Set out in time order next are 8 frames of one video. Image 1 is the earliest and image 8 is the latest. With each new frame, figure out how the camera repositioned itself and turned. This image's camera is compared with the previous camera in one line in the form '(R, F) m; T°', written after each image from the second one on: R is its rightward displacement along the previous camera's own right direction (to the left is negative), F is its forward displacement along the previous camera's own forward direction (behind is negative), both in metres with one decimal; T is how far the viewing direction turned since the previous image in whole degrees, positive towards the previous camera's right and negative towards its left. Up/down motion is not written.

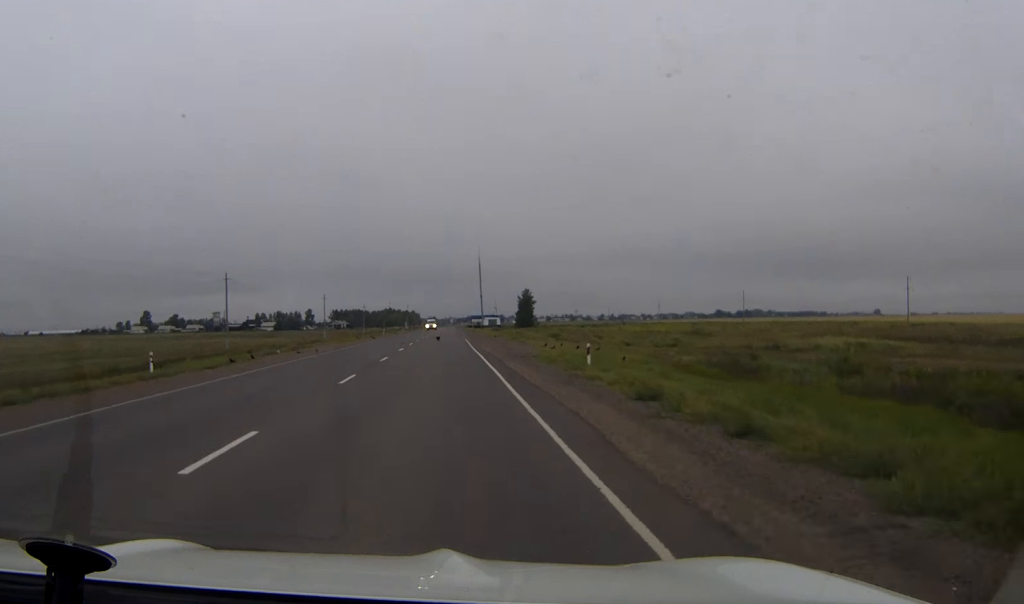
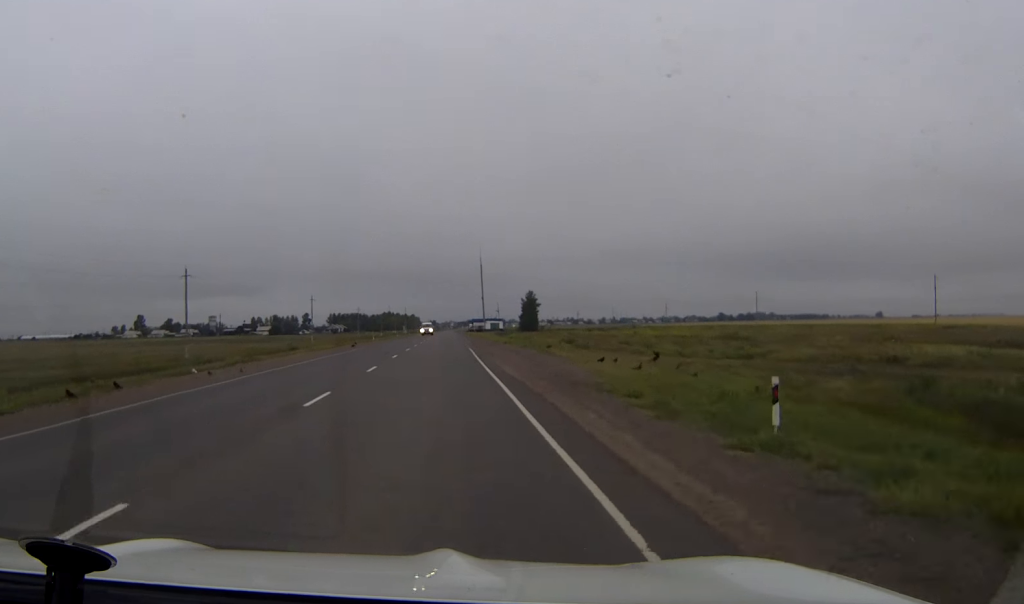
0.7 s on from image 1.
(0.0, +16.2) m; 0°
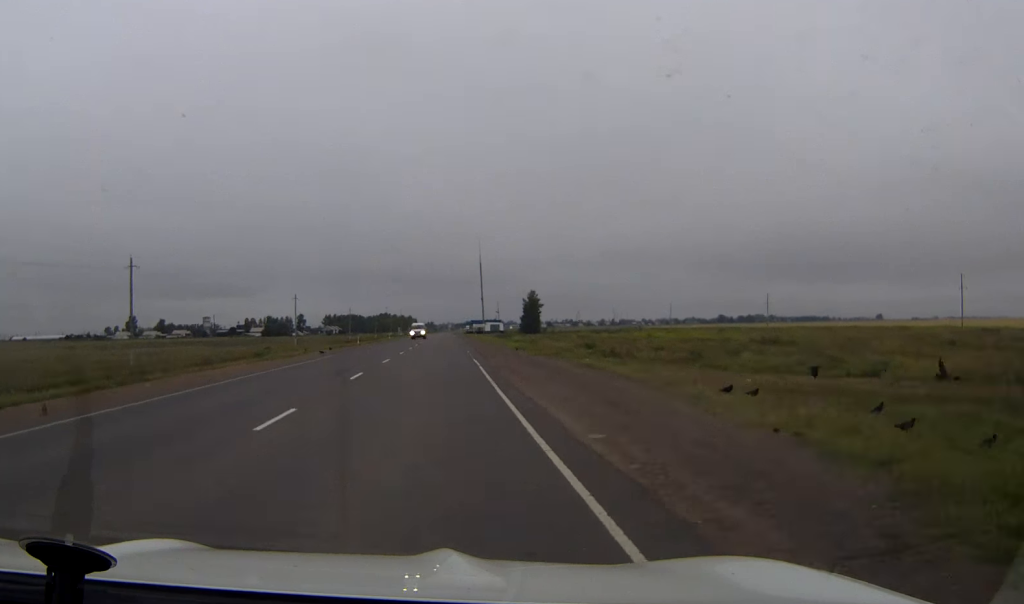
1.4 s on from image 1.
(0.0, +15.3) m; 0°
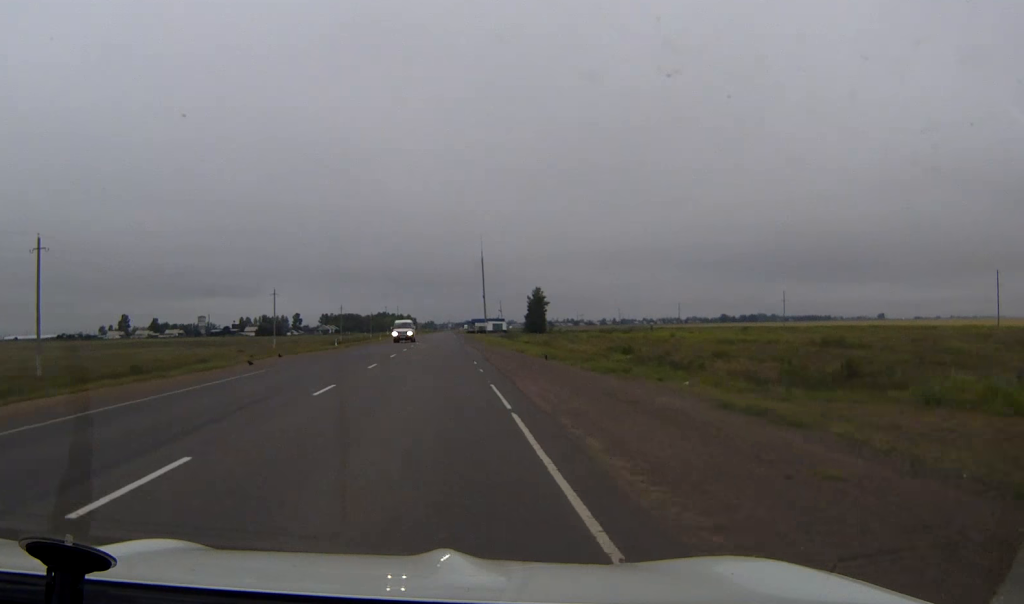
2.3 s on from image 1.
(0.0, +17.6) m; 0°
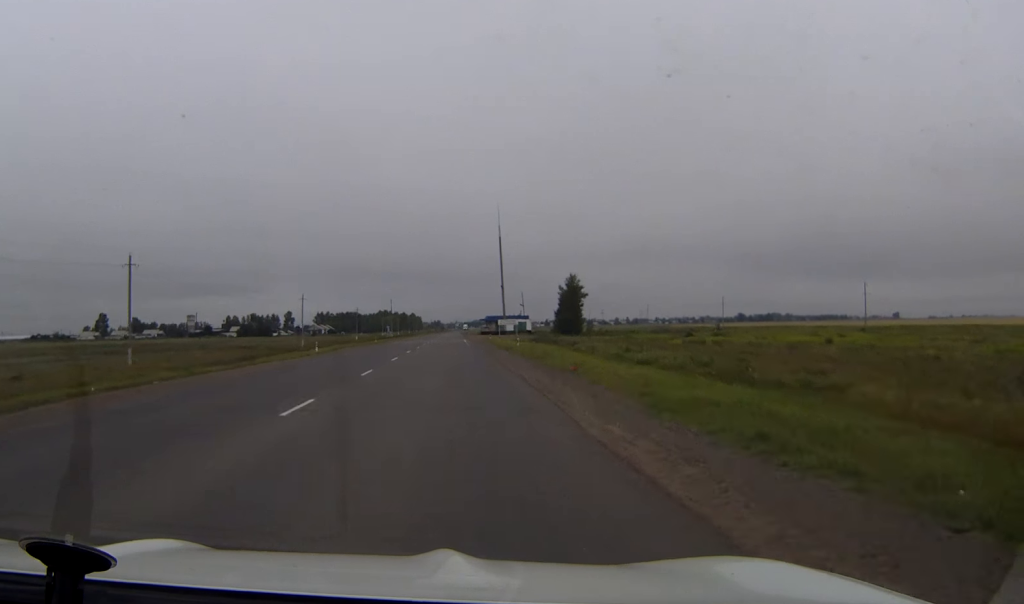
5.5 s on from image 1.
(-0.3, +63.3) m; 0°
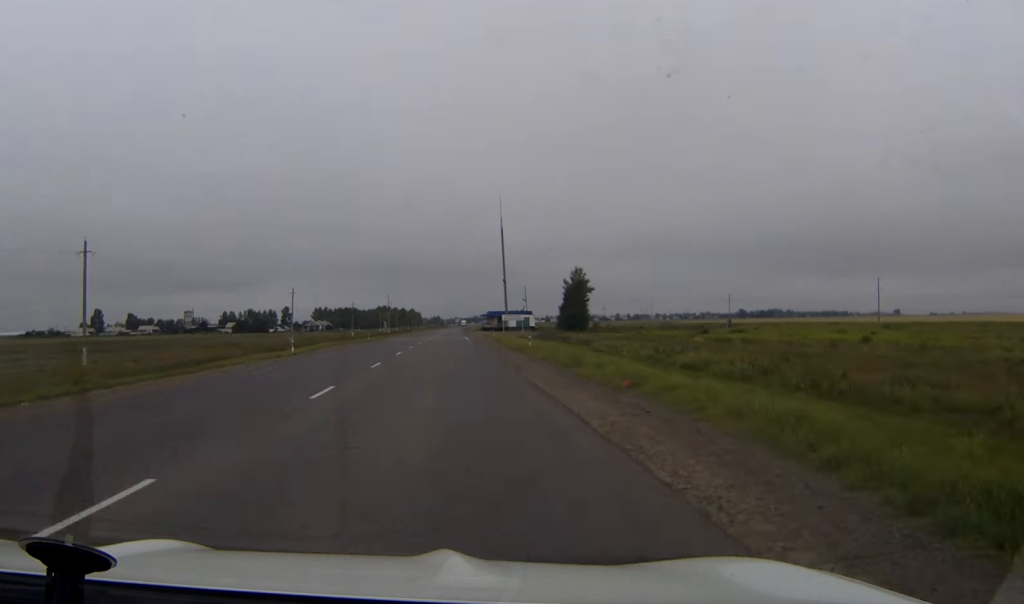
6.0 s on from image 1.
(0.0, +9.2) m; 0°
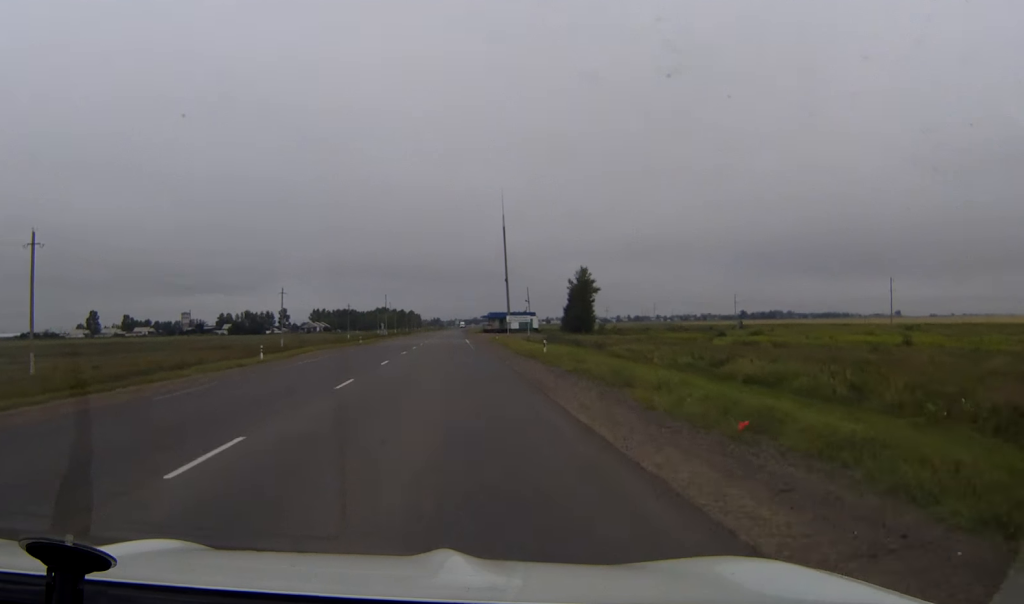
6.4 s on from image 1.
(0.0, +8.4) m; 0°
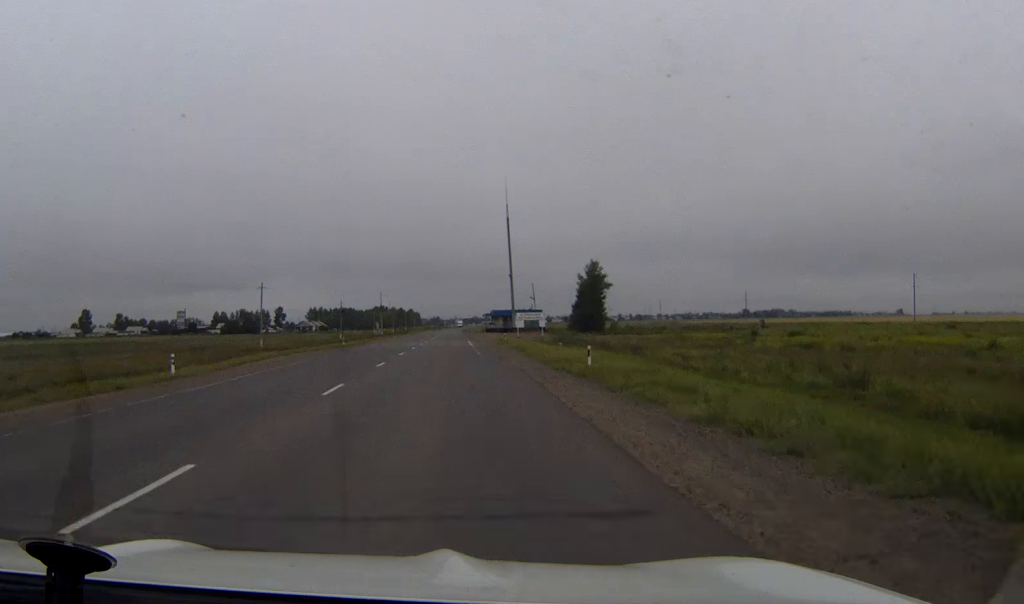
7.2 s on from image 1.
(0.0, +14.1) m; 0°
